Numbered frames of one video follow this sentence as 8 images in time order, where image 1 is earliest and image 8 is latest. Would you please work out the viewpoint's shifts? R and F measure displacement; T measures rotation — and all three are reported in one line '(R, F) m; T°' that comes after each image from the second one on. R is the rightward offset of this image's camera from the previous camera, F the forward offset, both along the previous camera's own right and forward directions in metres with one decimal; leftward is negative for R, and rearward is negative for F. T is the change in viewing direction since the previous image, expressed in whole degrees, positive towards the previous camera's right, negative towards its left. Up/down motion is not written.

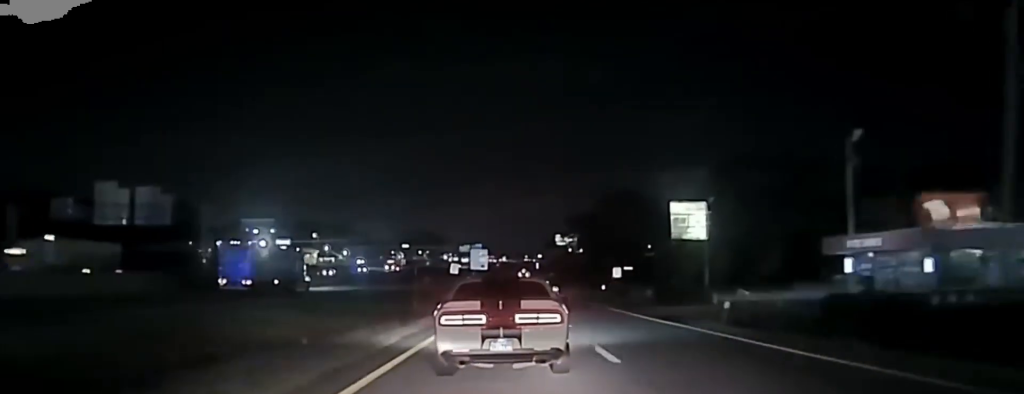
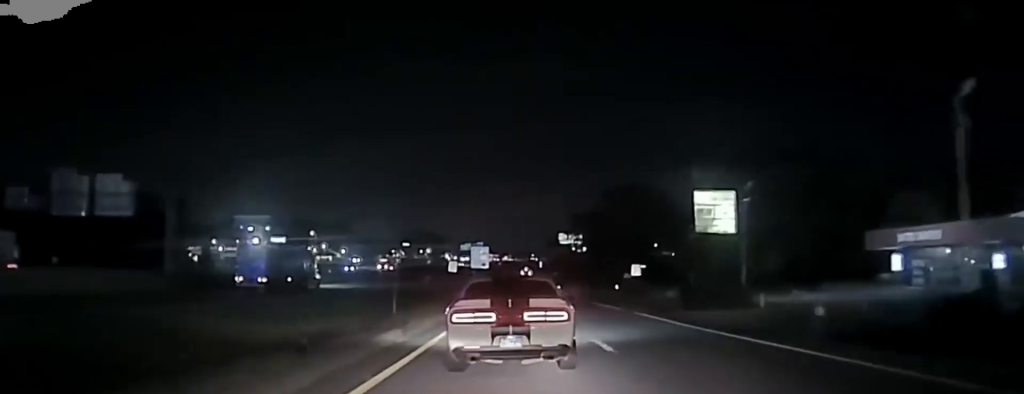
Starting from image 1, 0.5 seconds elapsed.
(0.0, +10.1) m; 0°
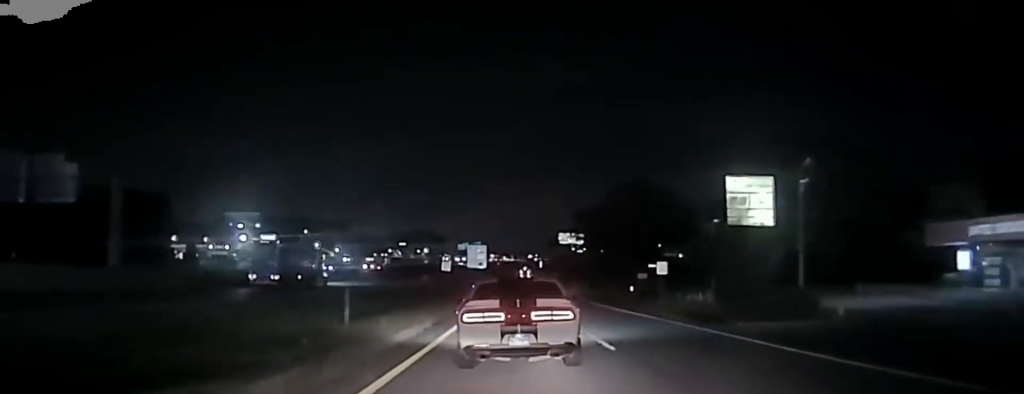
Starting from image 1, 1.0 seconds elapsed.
(-0.1, +10.8) m; 0°
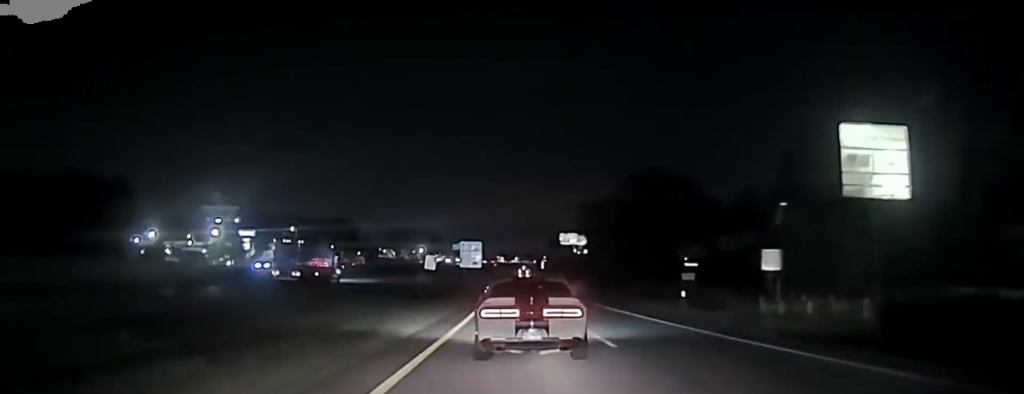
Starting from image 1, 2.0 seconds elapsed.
(+0.1, +23.3) m; 0°
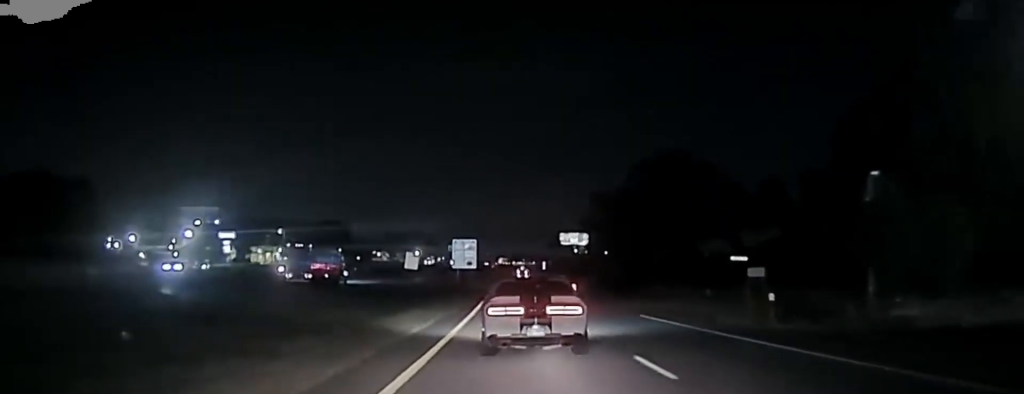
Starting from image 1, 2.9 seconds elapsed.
(0.0, +18.5) m; 0°
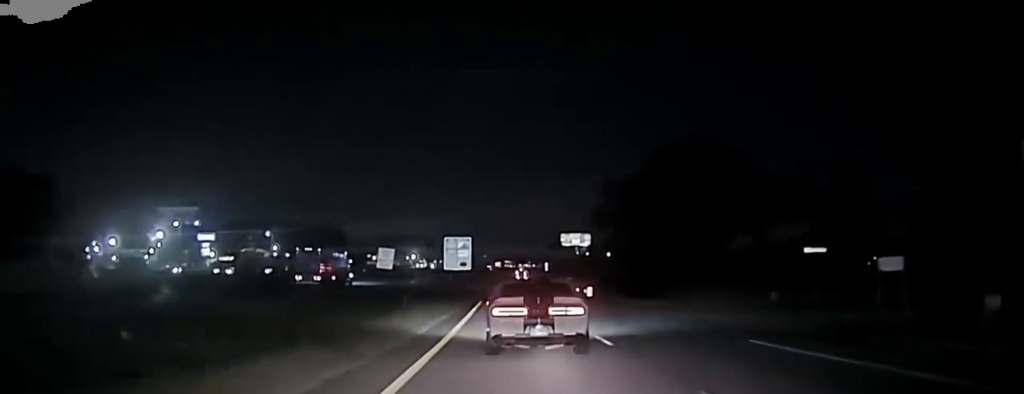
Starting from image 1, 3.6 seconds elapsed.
(-0.1, +17.3) m; 0°
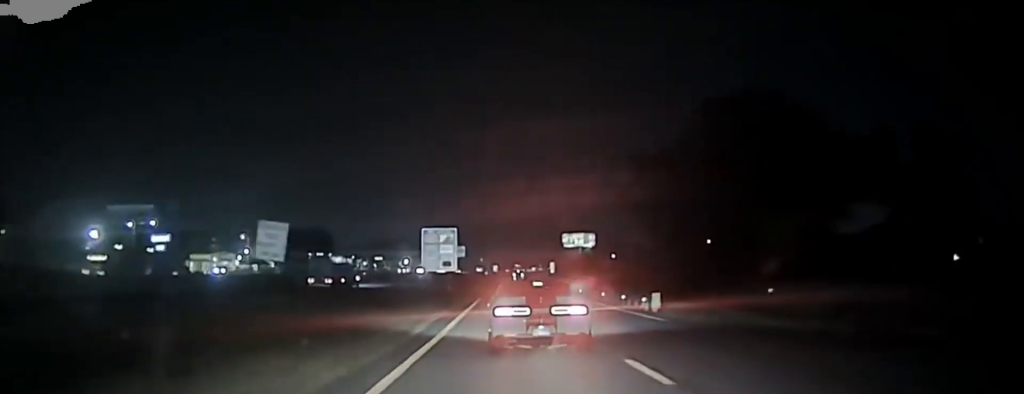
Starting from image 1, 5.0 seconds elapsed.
(0.0, +32.2) m; 0°
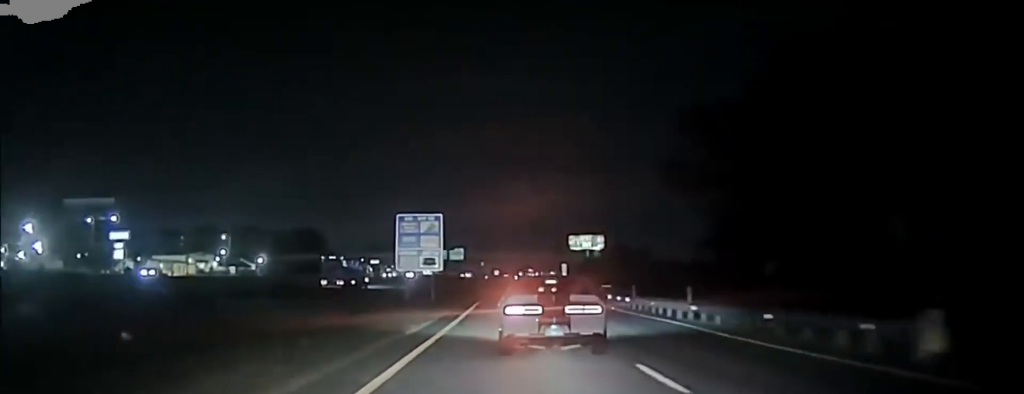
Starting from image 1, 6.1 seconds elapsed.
(+0.1, +25.2) m; 0°
